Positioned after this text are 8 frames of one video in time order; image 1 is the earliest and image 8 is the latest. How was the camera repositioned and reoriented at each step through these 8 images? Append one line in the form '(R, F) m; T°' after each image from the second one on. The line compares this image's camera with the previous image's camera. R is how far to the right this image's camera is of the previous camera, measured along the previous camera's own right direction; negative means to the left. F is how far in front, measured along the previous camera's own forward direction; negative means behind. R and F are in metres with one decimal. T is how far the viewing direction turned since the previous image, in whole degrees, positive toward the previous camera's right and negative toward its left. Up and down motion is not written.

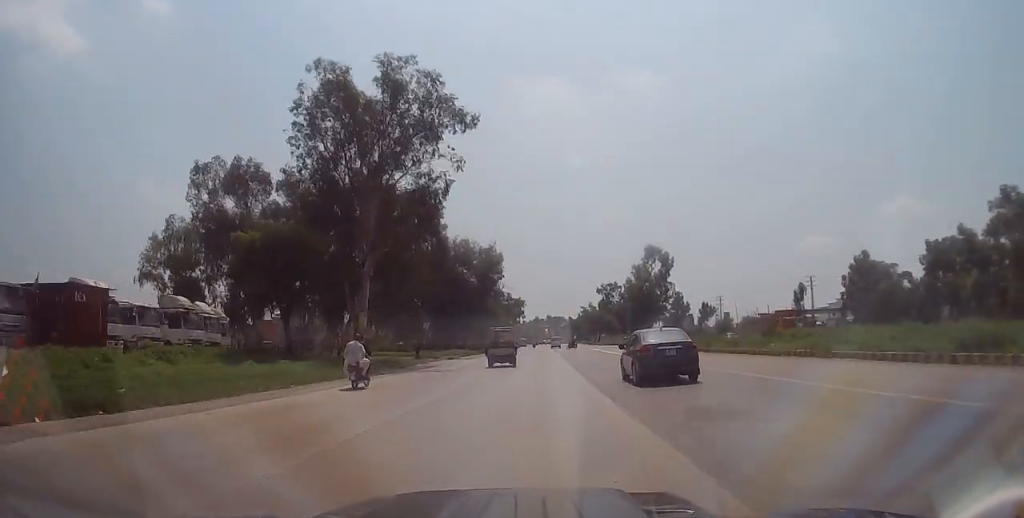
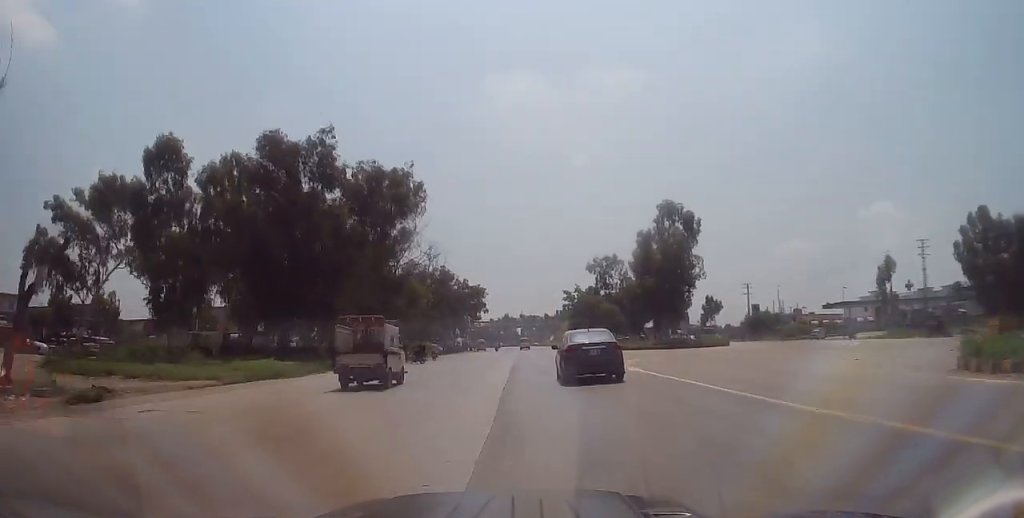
(+0.5, +47.1) m; +2°
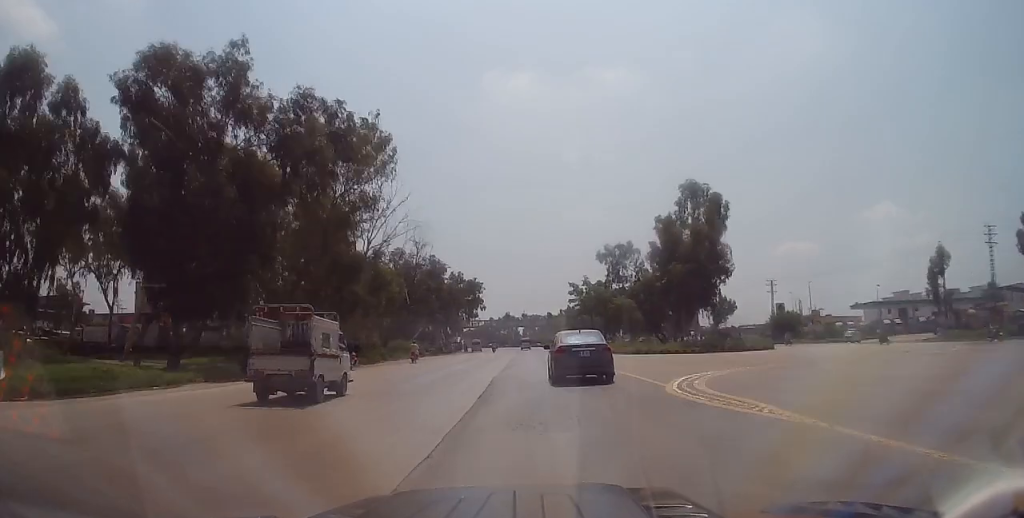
(+0.2, +13.2) m; +1°
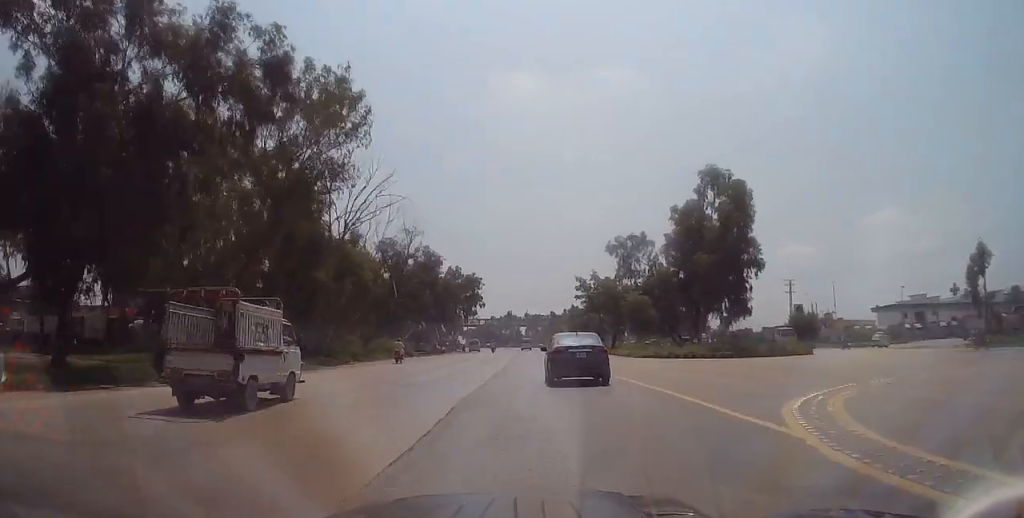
(0.0, +8.0) m; -1°
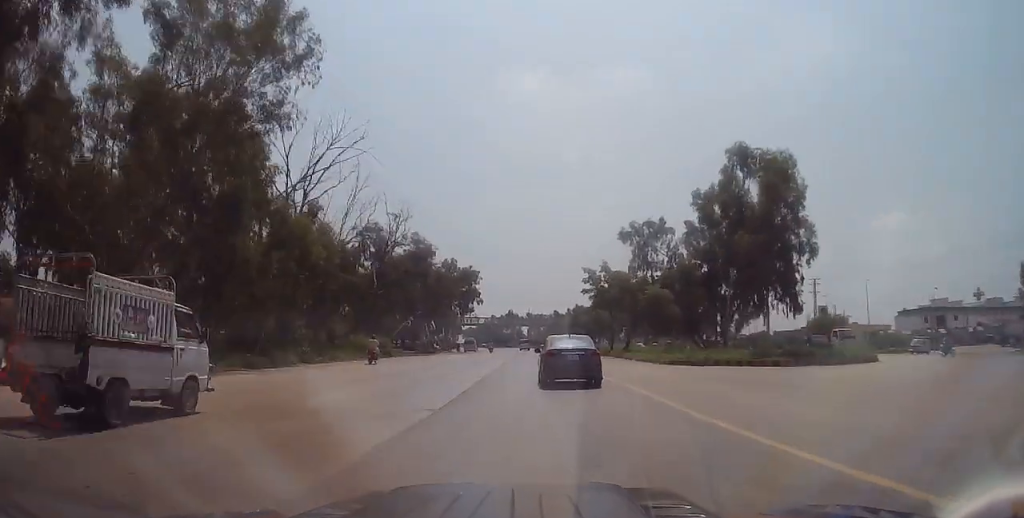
(+0.2, +9.7) m; -1°
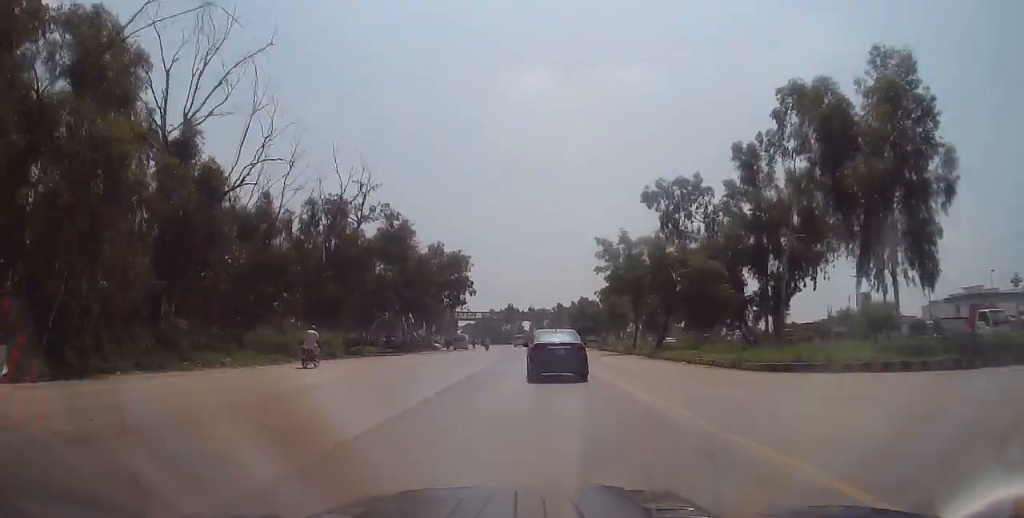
(-0.6, +14.8) m; 0°
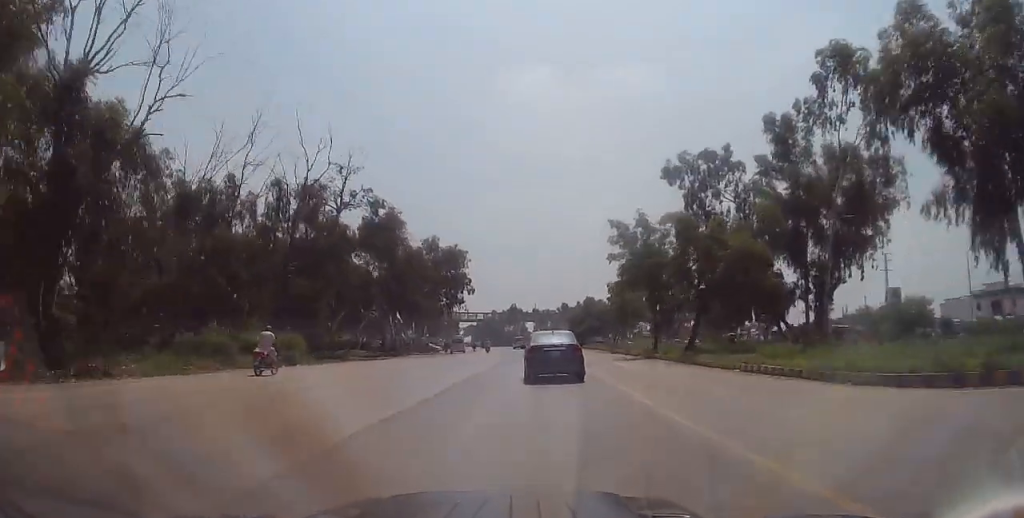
(0.0, +7.4) m; 0°
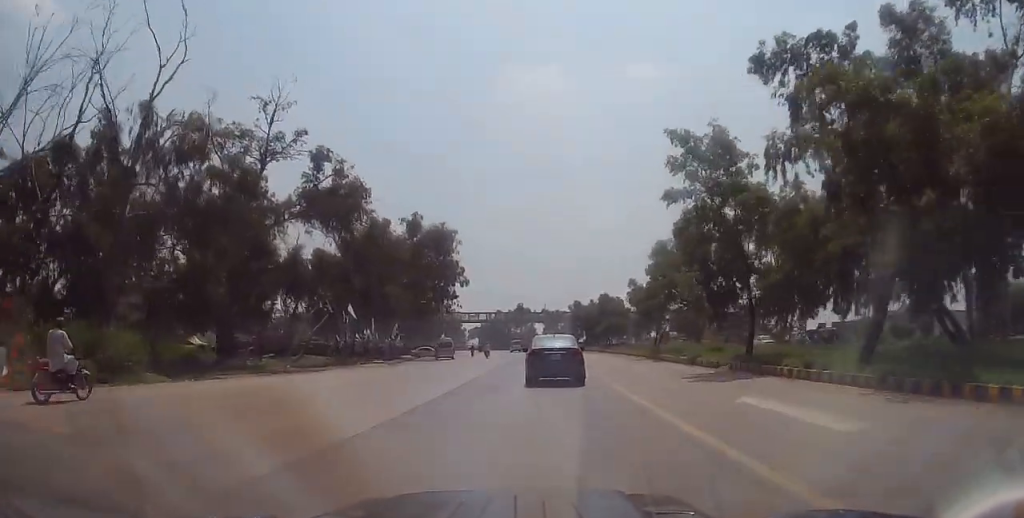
(+0.5, +17.2) m; +1°
